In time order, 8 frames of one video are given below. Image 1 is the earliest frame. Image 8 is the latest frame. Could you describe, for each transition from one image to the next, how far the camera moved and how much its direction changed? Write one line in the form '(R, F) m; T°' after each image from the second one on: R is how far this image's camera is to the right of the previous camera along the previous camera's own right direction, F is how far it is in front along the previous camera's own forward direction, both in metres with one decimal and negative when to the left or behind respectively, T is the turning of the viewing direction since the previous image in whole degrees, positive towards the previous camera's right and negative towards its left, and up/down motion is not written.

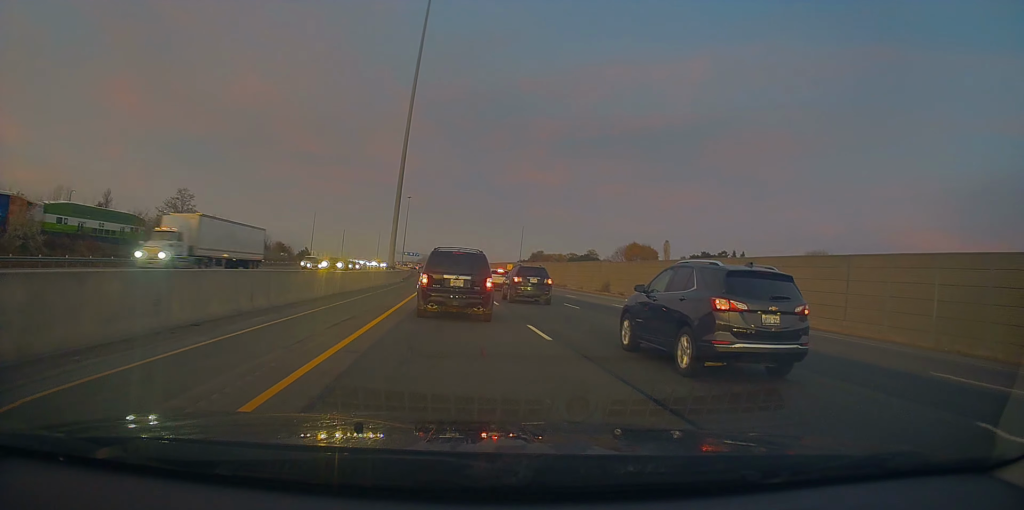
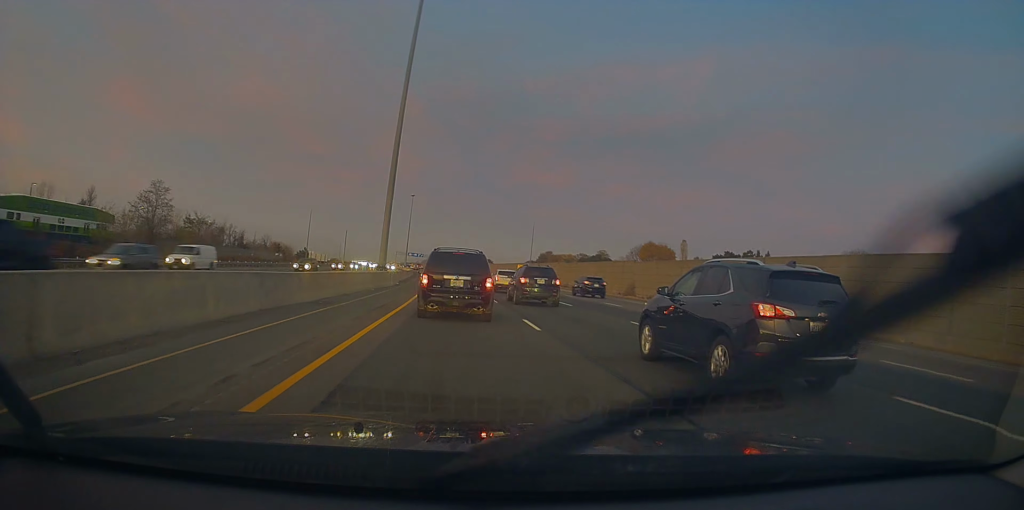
(0.0, +10.4) m; 0°
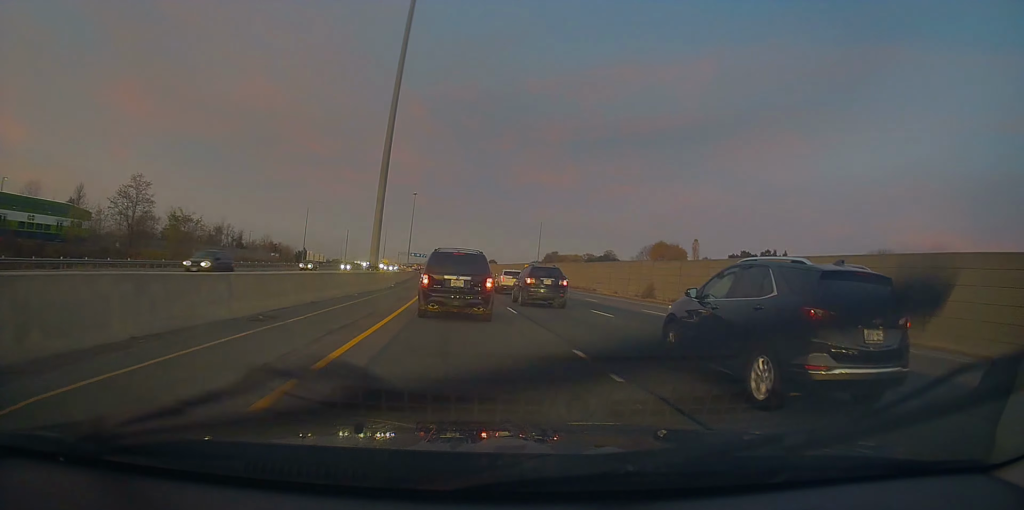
(0.0, +7.1) m; 0°
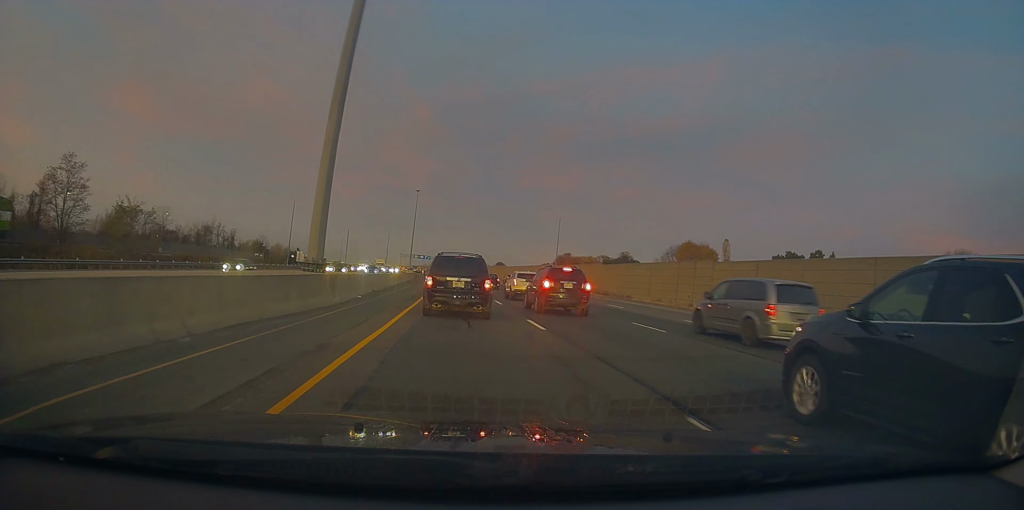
(-0.2, +18.9) m; -2°
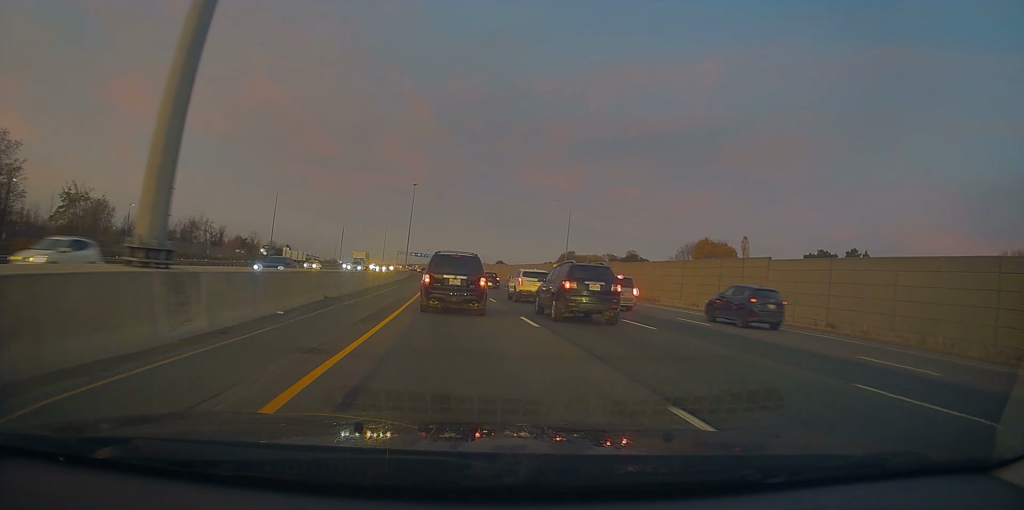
(-0.1, +14.2) m; +1°
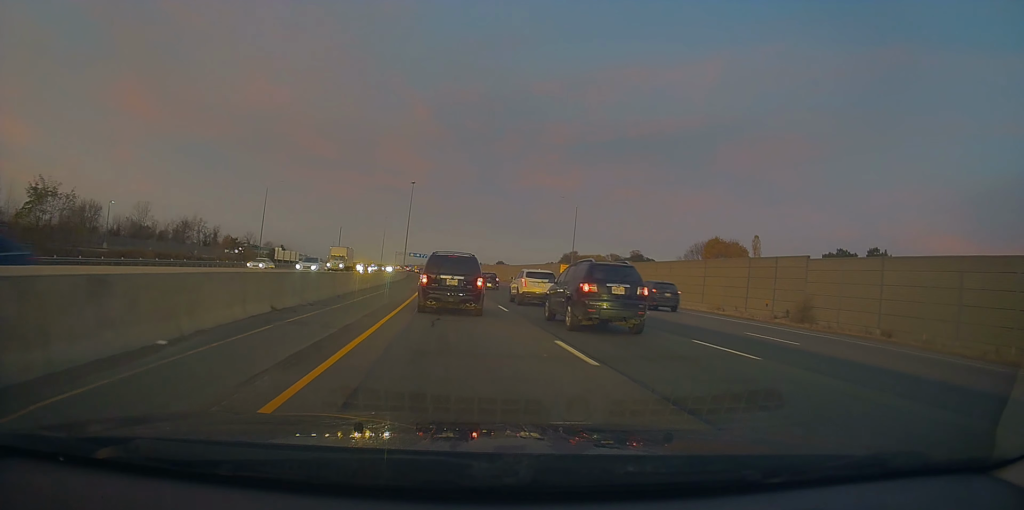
(+0.1, +7.0) m; +1°
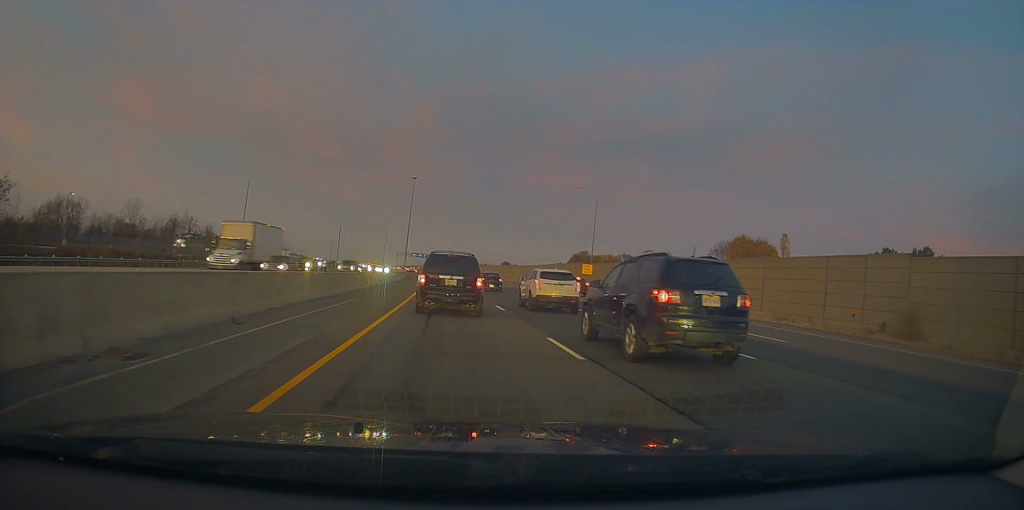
(+0.1, +12.7) m; +1°
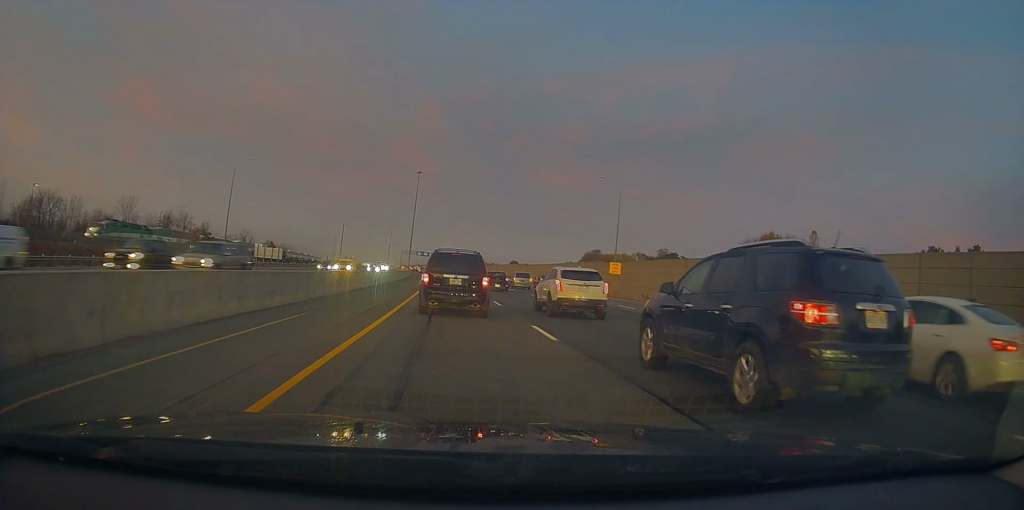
(0.0, +9.9) m; -3°
